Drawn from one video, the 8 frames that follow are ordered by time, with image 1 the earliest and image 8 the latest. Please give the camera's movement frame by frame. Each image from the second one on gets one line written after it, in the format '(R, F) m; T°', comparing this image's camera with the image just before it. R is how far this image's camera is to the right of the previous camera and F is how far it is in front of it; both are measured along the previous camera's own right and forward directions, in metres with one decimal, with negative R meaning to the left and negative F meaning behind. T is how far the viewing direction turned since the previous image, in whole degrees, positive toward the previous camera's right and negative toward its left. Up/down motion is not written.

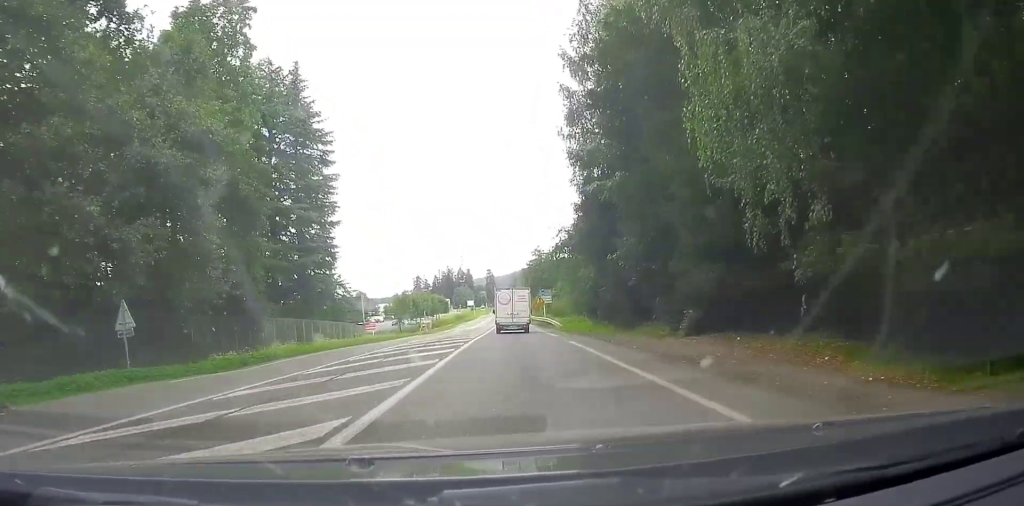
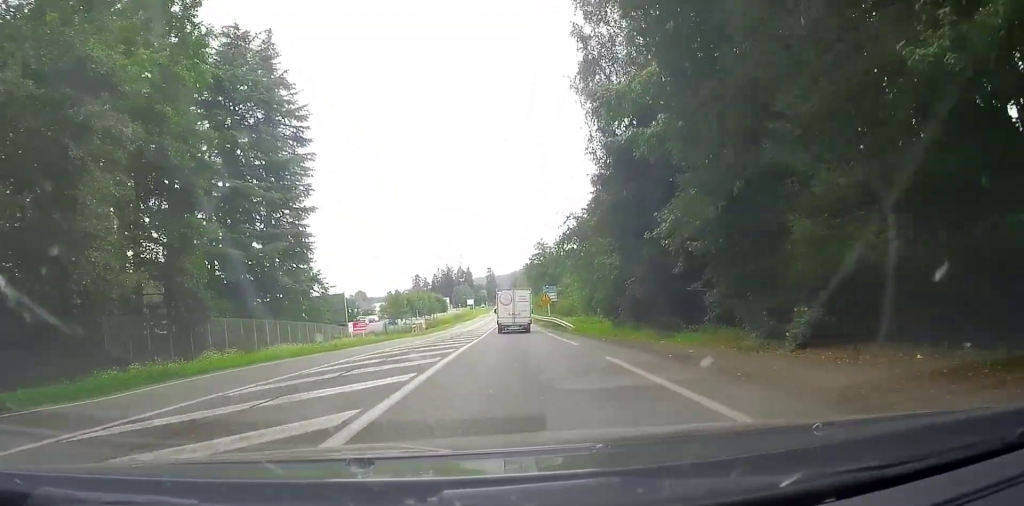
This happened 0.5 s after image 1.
(0.0, +7.7) m; 0°
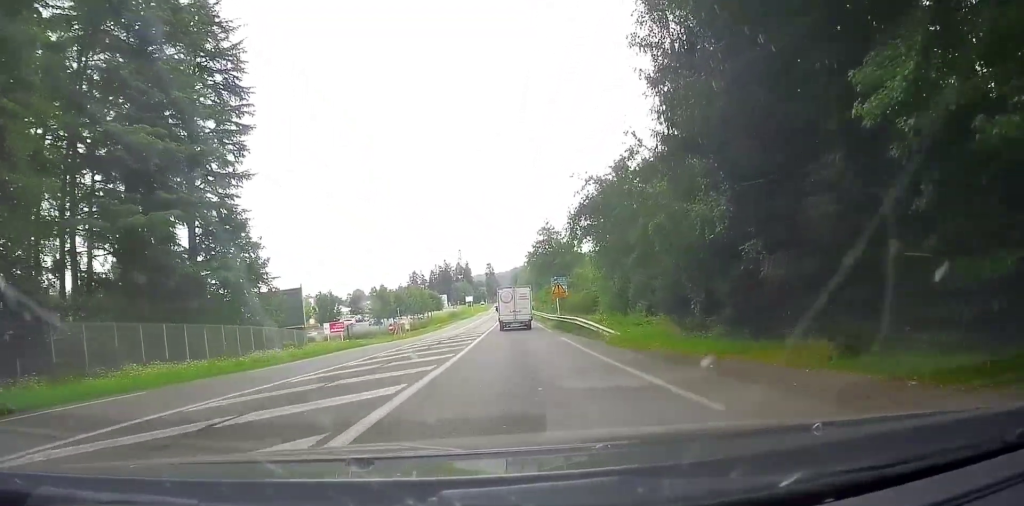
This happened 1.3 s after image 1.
(-0.1, +13.3) m; +1°
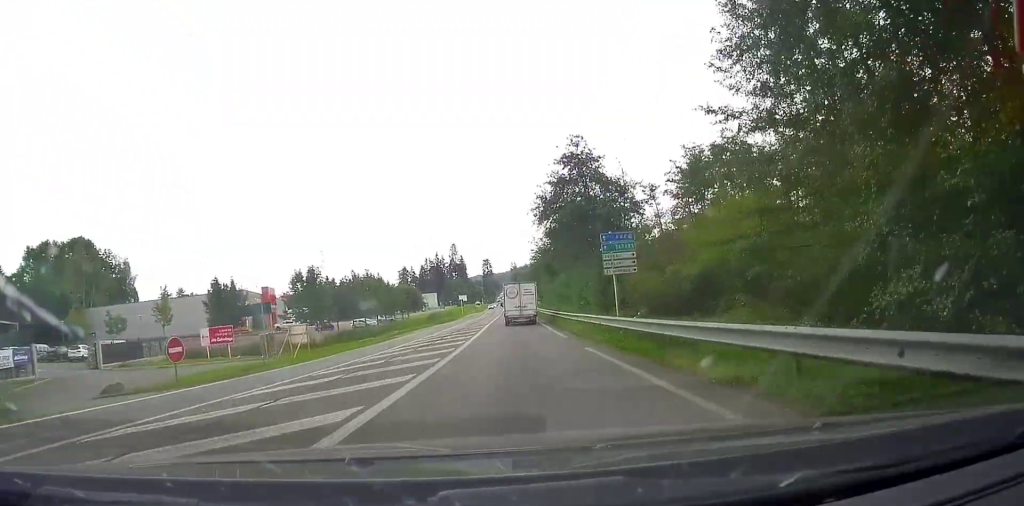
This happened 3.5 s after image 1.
(+0.7, +34.9) m; -1°
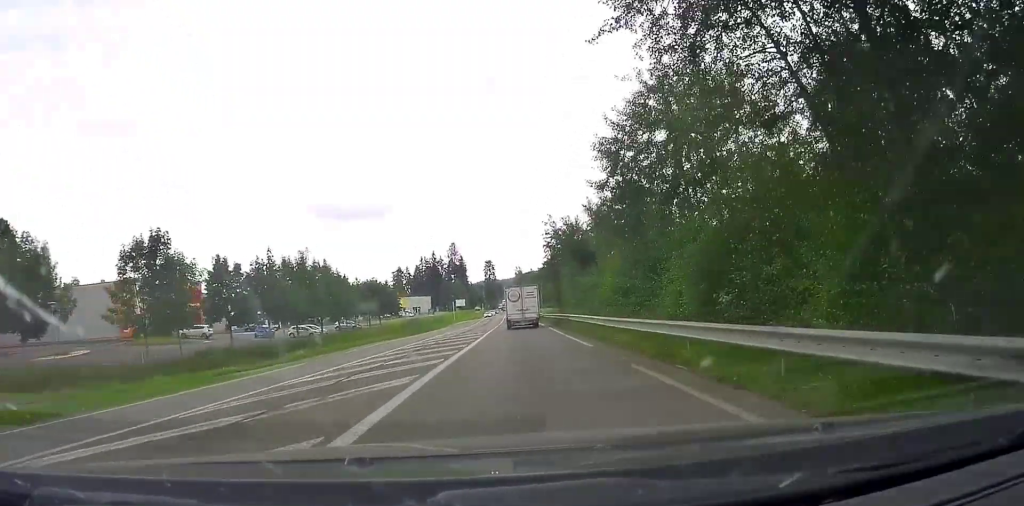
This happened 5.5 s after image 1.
(-0.6, +31.5) m; -2°
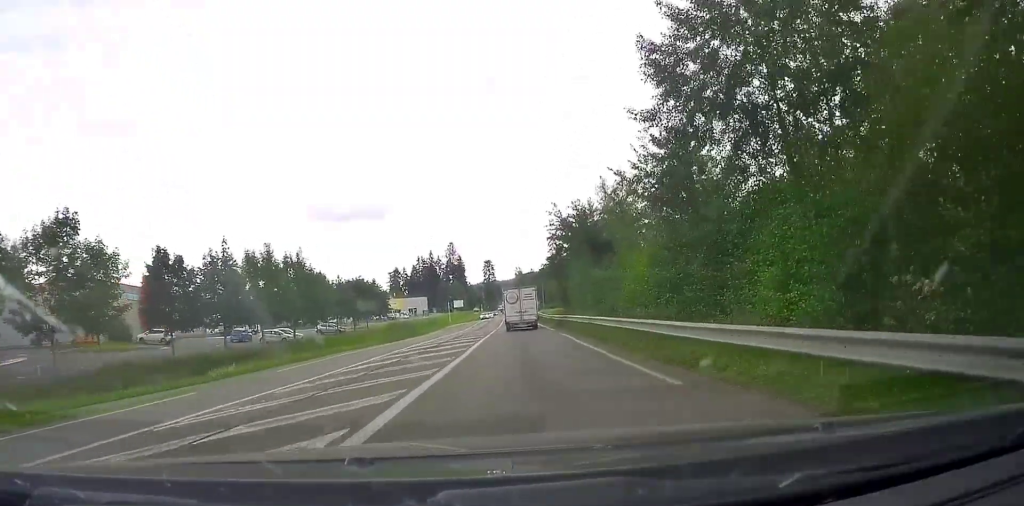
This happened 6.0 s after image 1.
(-0.3, +9.3) m; 0°
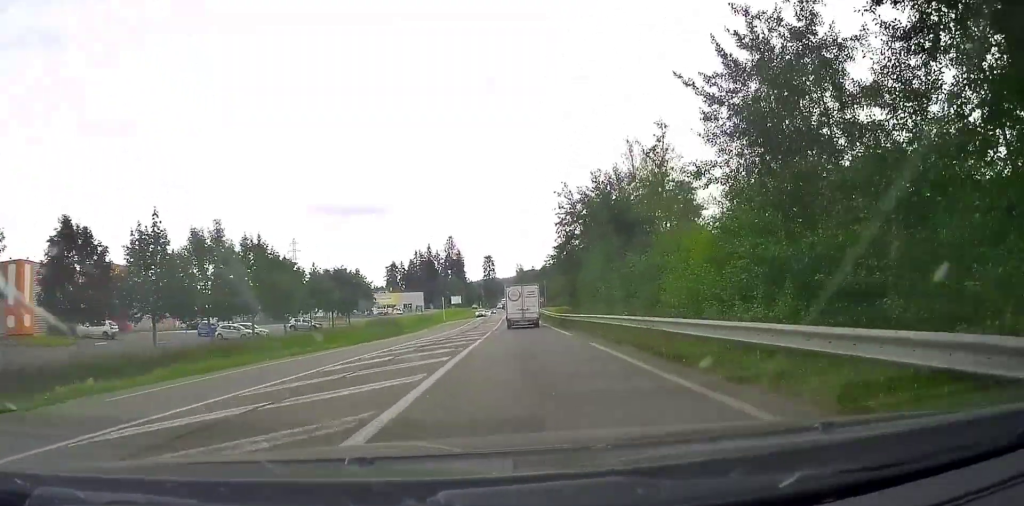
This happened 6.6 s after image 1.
(+0.2, +10.3) m; 0°
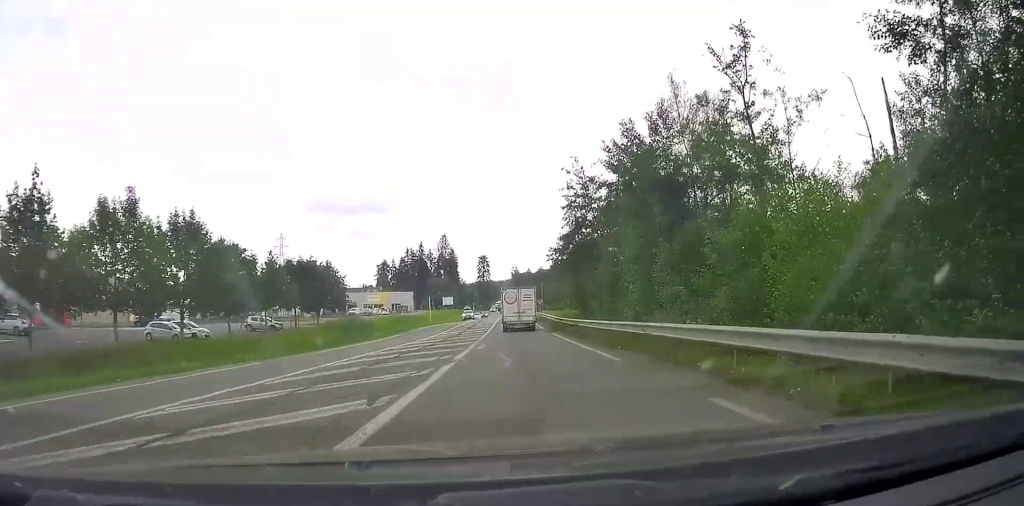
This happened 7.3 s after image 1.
(+0.3, +11.4) m; 0°
